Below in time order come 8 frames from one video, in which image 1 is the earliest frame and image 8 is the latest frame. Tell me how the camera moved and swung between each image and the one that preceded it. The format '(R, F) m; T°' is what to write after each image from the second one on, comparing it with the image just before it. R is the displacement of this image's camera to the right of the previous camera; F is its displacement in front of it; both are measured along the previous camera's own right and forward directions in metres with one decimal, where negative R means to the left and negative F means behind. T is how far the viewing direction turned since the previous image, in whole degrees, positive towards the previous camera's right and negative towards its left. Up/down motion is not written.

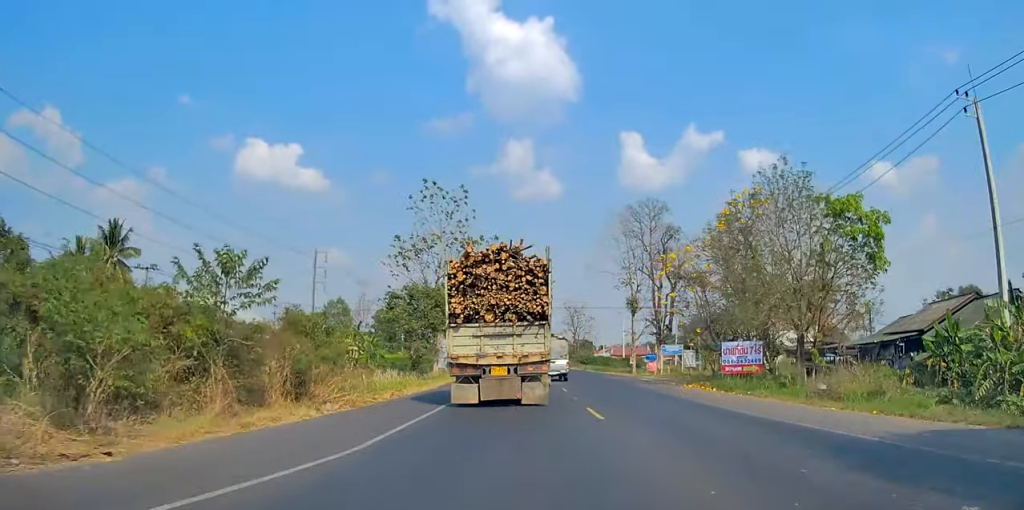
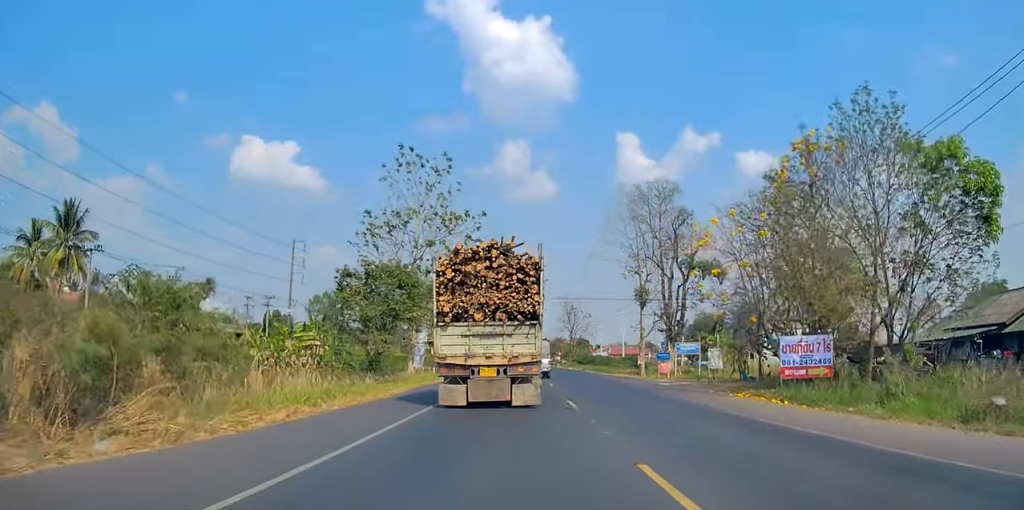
(0.0, +8.3) m; 0°
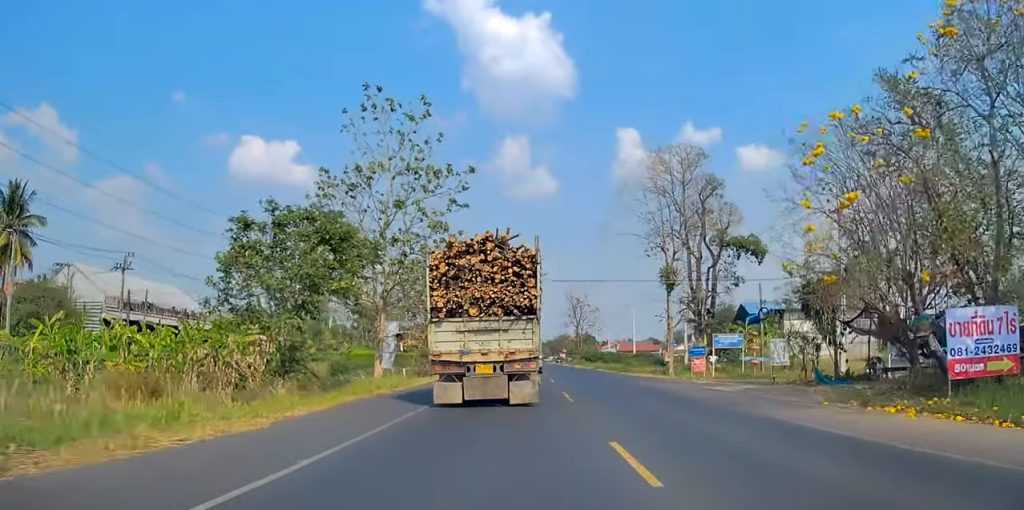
(0.0, +10.3) m; -1°
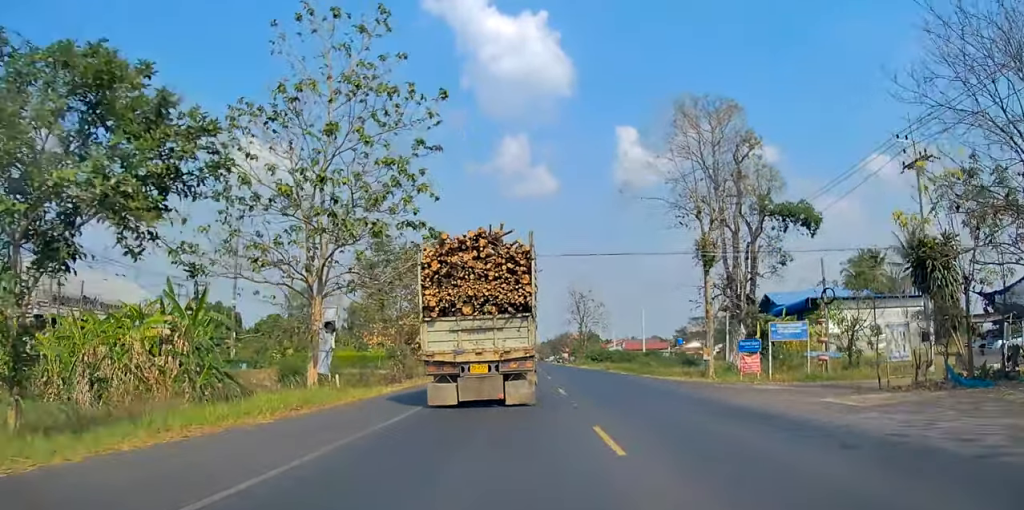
(-0.2, +10.6) m; -1°
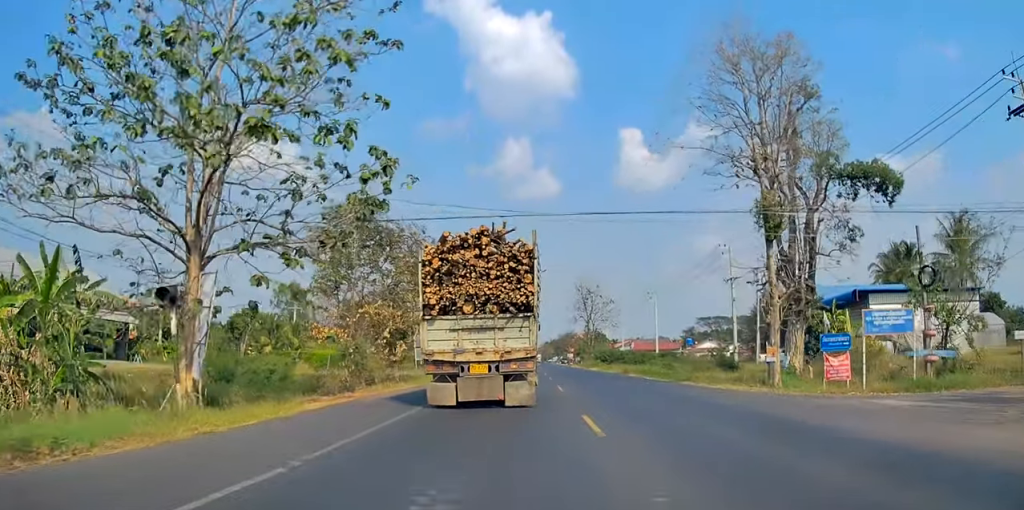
(0.0, +9.1) m; 0°
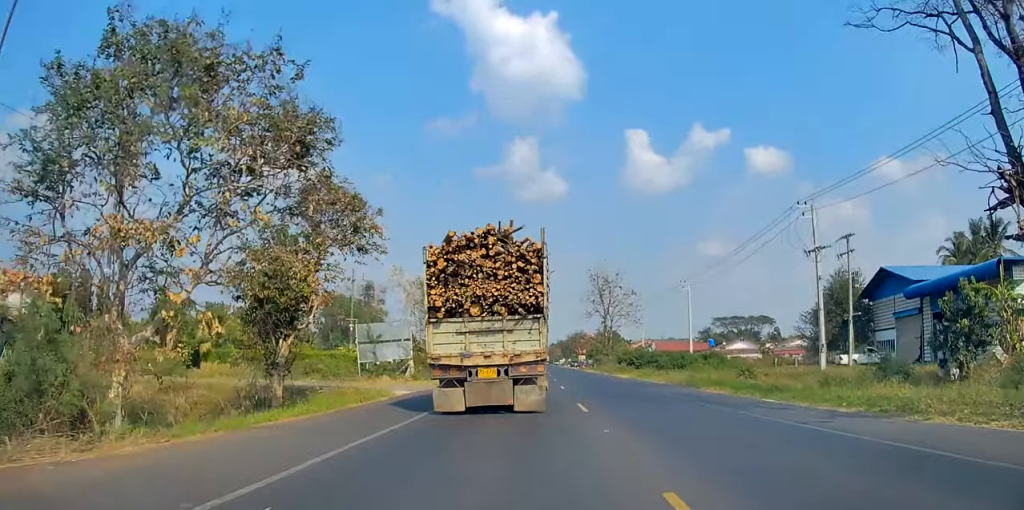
(+0.1, +19.5) m; 0°
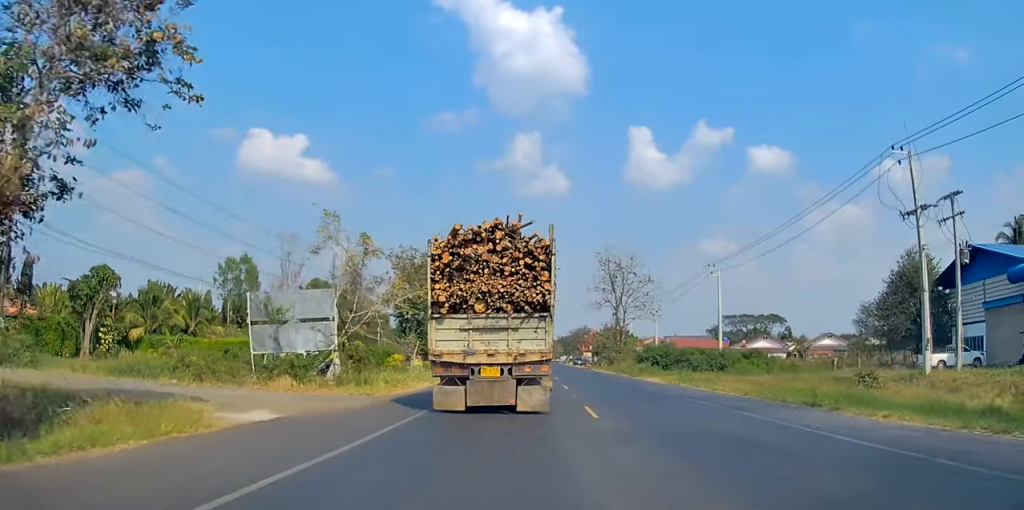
(0.0, +13.5) m; +1°
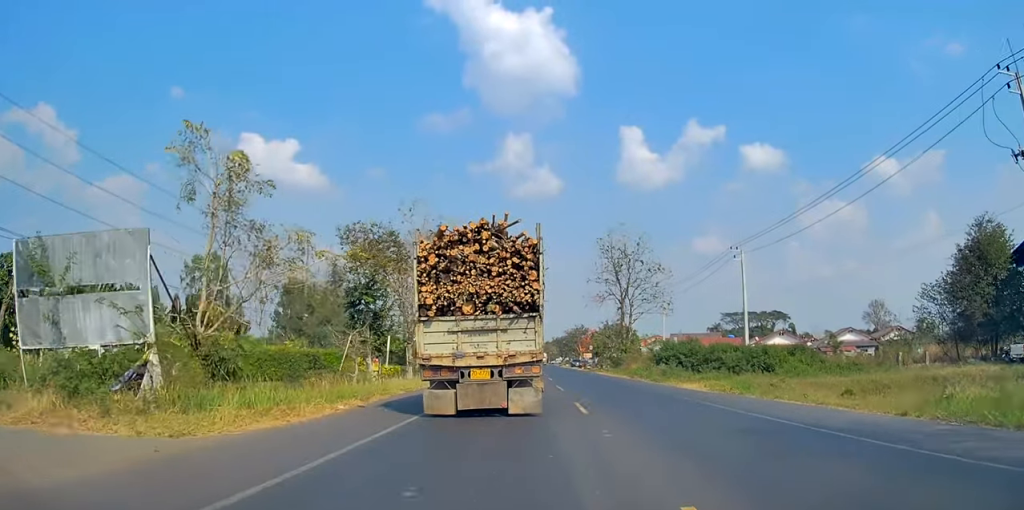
(+0.1, +10.2) m; +1°
